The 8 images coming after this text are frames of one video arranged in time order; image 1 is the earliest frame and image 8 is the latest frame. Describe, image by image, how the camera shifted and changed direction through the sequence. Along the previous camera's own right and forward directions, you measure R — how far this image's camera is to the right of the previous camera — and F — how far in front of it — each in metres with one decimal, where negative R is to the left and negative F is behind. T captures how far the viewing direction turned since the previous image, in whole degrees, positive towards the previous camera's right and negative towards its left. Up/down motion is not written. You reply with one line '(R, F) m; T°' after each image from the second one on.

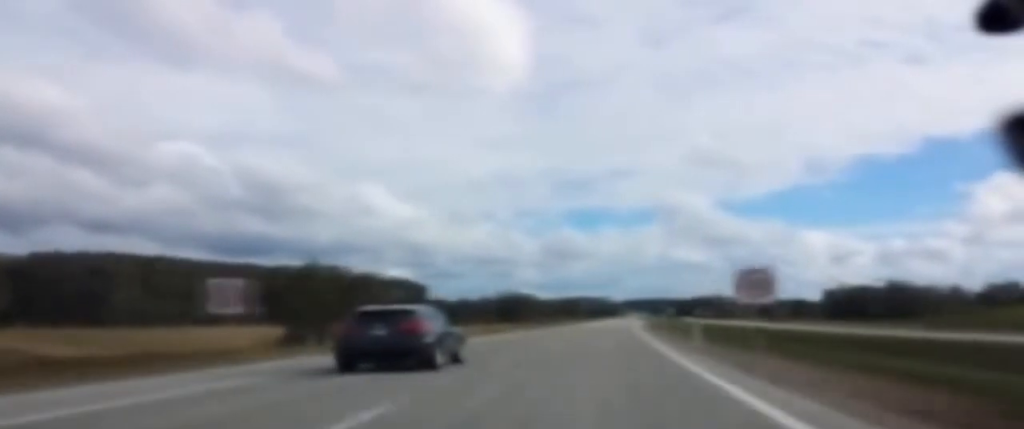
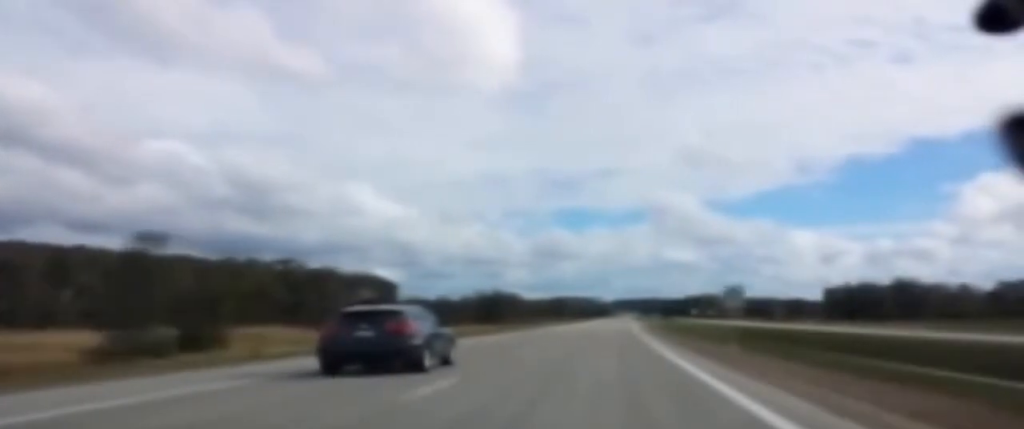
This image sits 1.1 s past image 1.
(+0.3, +32.8) m; +1°
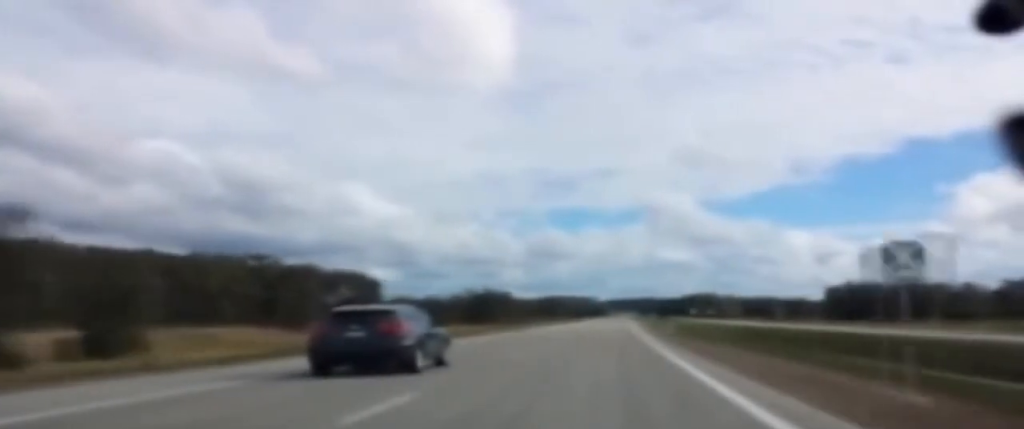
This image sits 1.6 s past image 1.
(0.0, +15.3) m; 0°
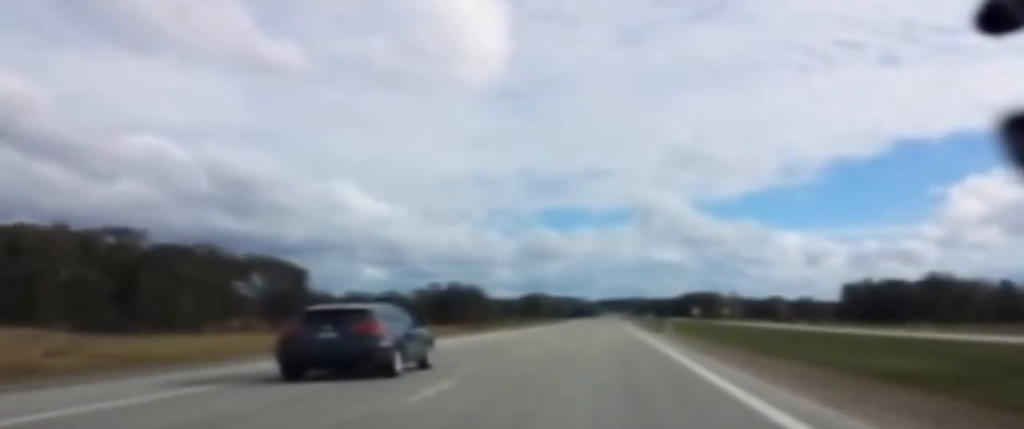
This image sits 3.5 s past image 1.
(+0.2, +59.9) m; 0°
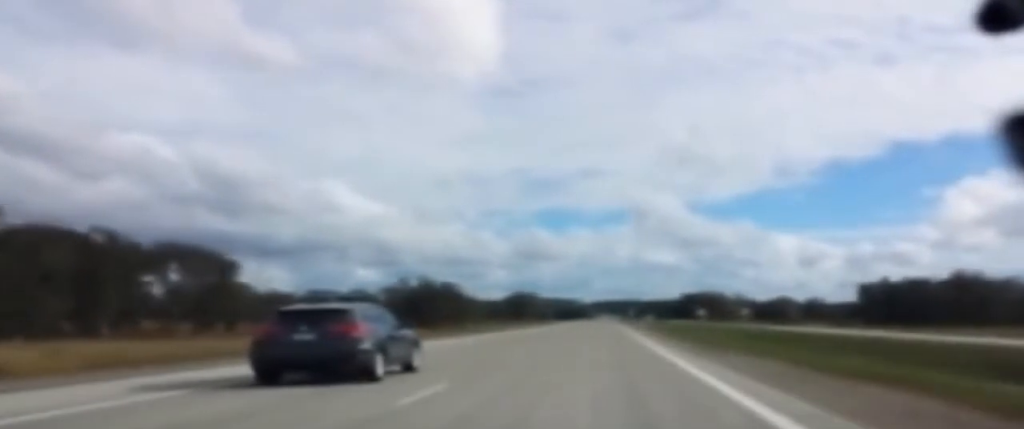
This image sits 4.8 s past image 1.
(-0.3, +37.4) m; 0°
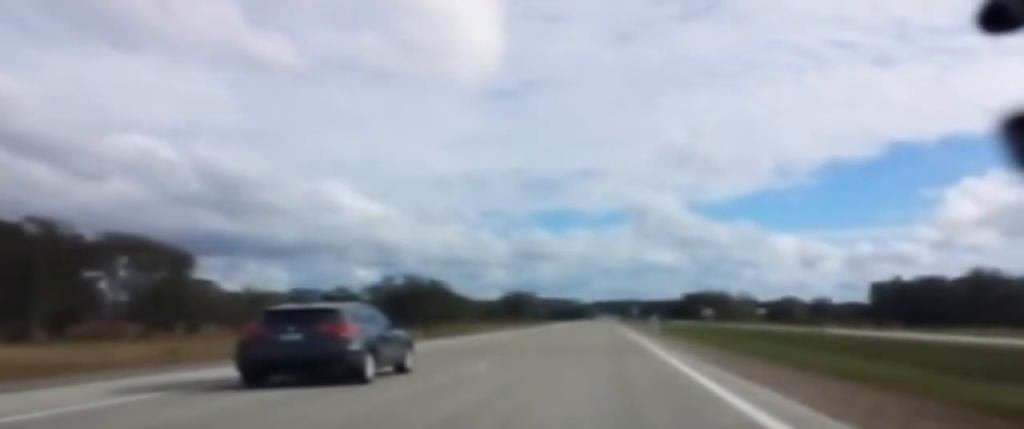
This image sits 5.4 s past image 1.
(+0.1, +19.2) m; 0°
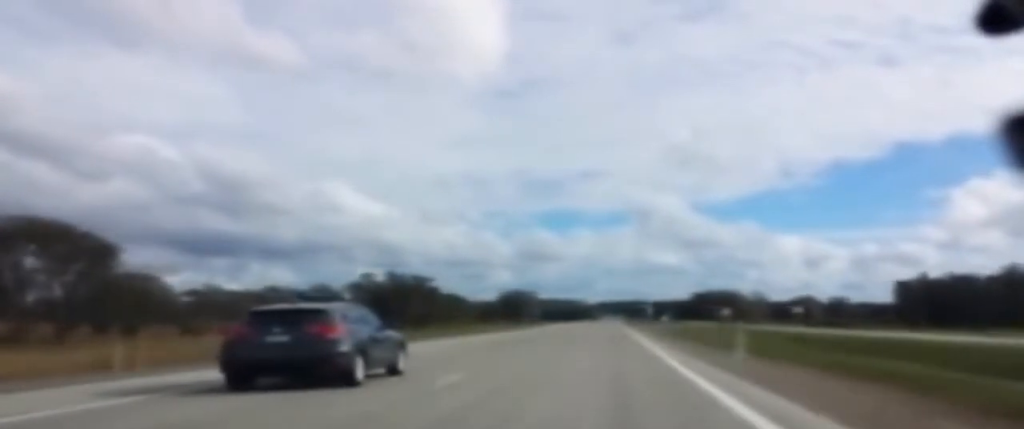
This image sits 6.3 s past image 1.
(-0.2, +27.4) m; 0°
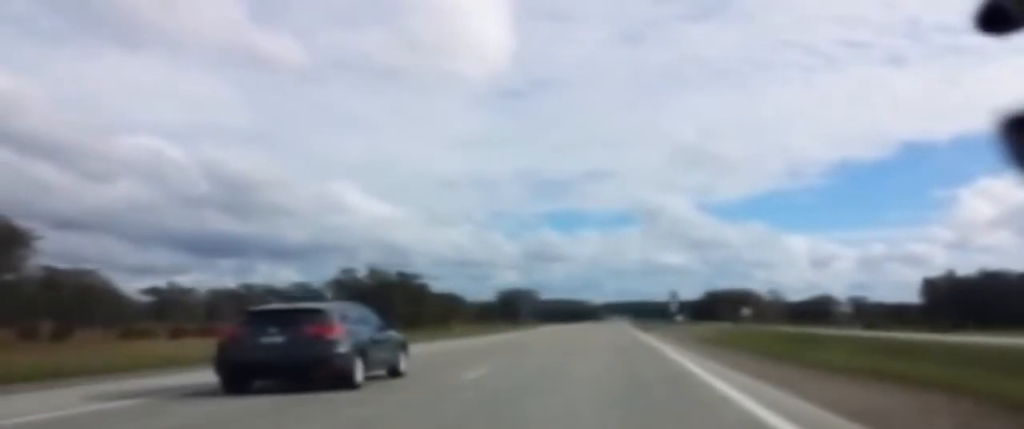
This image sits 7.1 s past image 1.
(+0.1, +23.4) m; +1°
